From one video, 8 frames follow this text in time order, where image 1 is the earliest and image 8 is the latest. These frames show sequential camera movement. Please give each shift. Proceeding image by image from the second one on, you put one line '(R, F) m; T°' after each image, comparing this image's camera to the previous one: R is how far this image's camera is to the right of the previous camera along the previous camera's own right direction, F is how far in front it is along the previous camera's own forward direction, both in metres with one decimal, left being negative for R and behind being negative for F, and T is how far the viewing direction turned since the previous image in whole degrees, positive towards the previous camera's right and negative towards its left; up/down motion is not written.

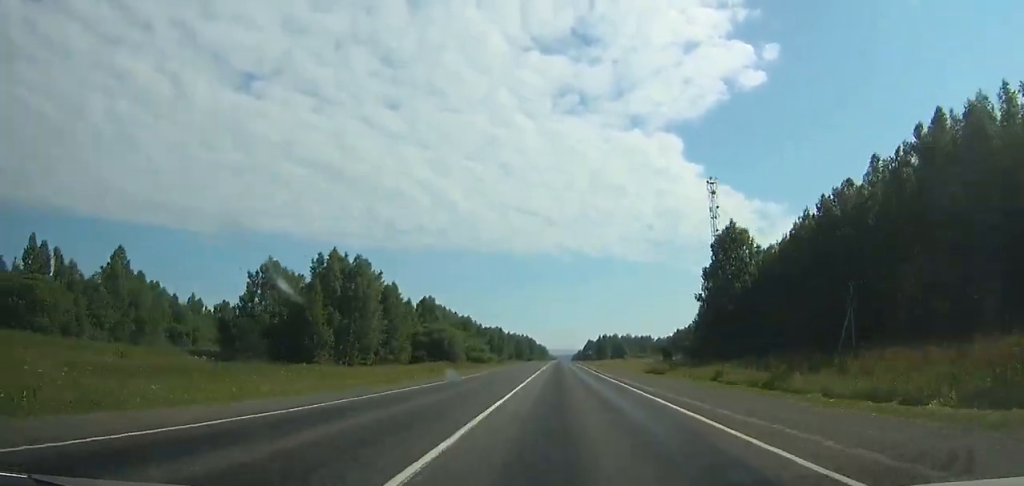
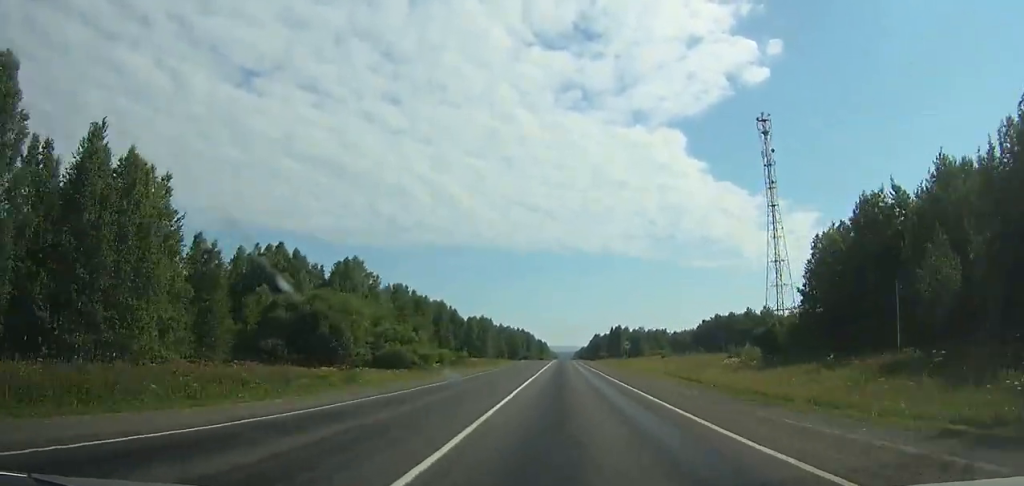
(+0.1, +67.4) m; 0°
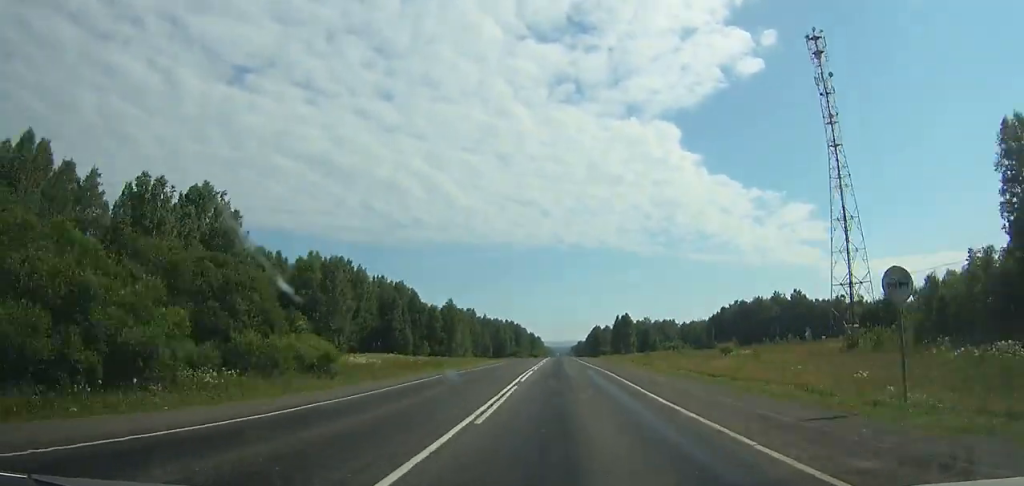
(0.0, +49.0) m; 0°
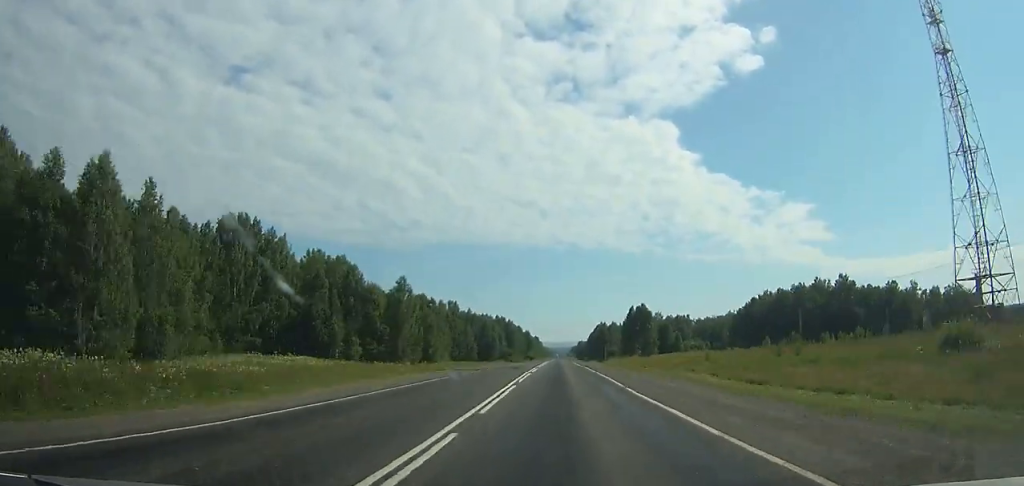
(0.0, +46.8) m; 0°
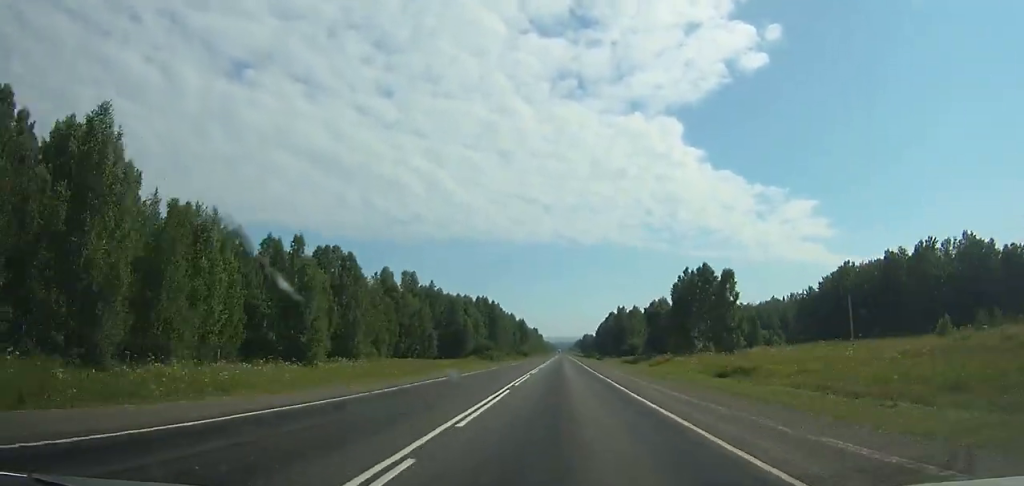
(+0.1, +74.9) m; 0°
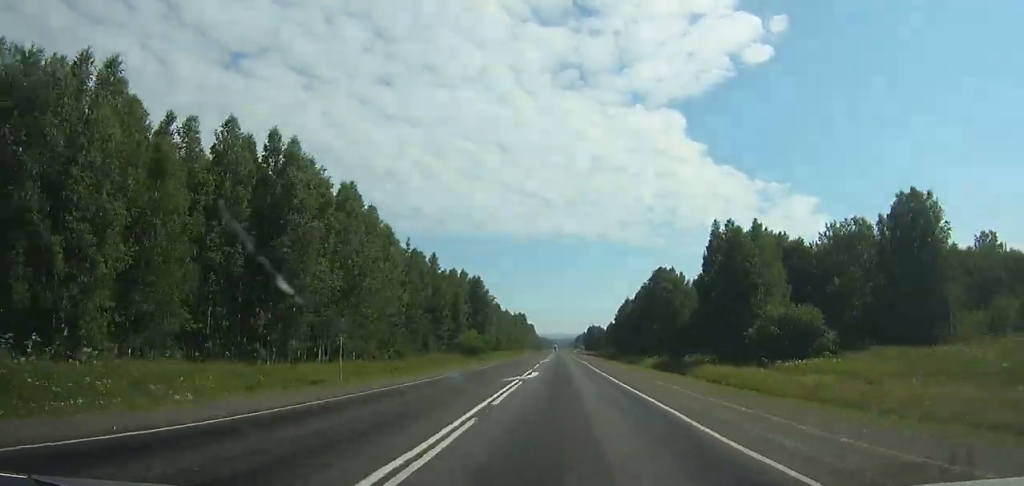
(+0.2, +140.7) m; 0°
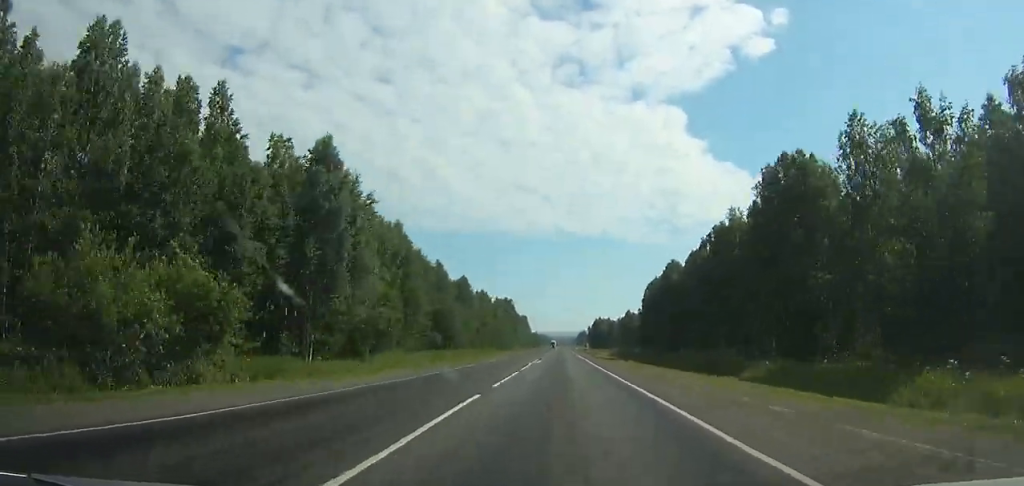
(0.0, +82.4) m; 0°
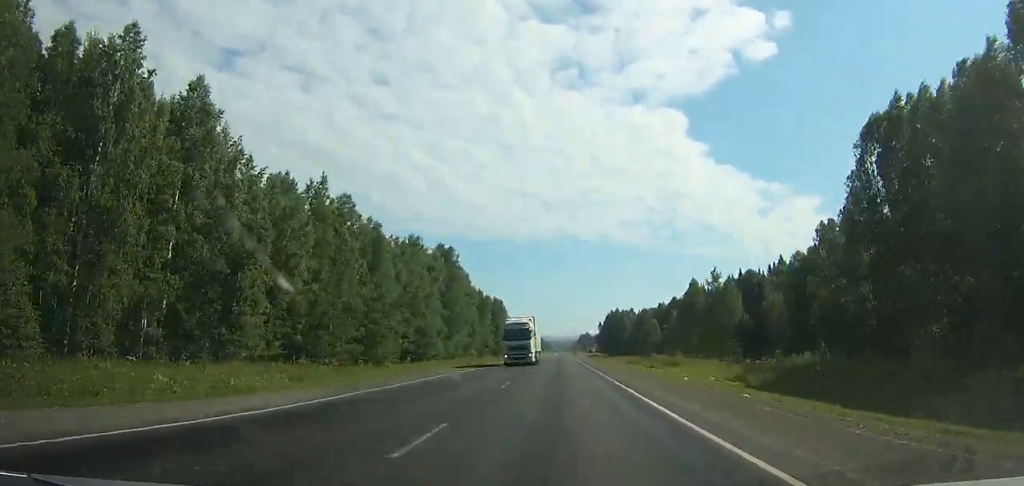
(-0.1, +125.2) m; 0°
